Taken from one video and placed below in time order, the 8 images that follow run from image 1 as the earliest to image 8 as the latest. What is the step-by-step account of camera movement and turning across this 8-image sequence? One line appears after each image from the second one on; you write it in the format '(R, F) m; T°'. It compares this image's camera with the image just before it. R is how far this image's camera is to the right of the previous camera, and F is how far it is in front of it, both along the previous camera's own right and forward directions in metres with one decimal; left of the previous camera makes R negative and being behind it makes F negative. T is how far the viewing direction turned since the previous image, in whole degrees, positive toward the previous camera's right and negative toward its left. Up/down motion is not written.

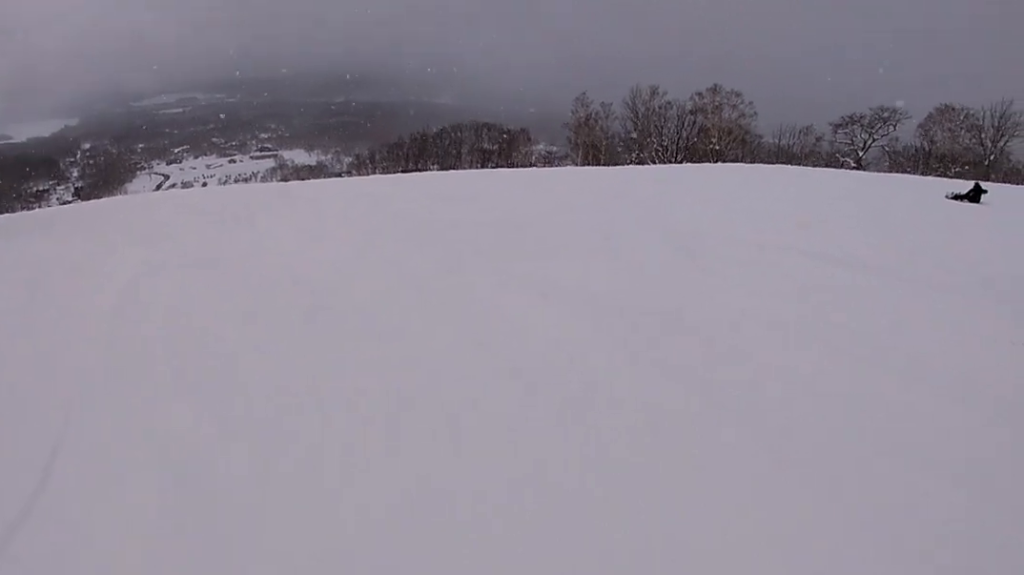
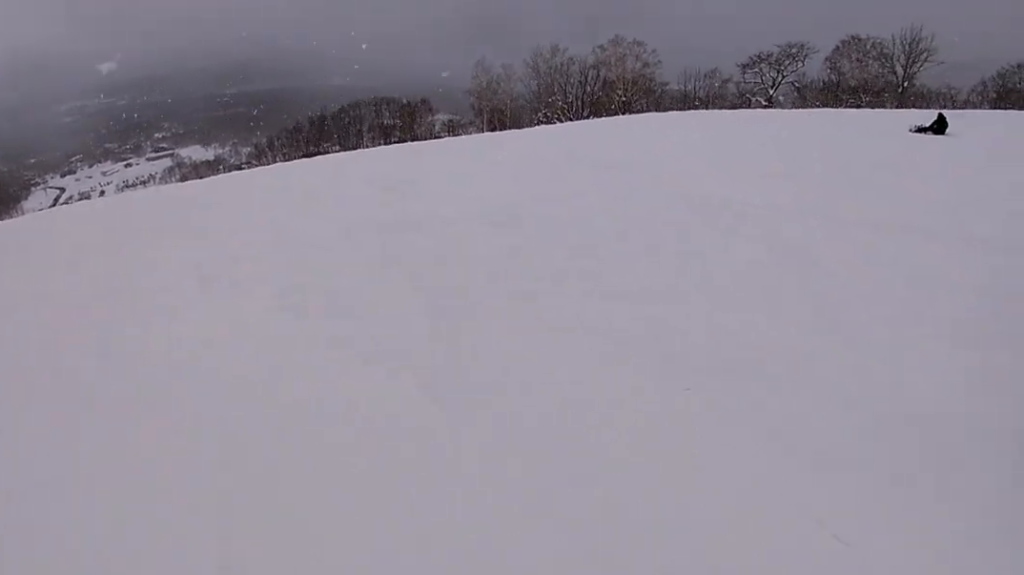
(+0.3, +3.1) m; +5°
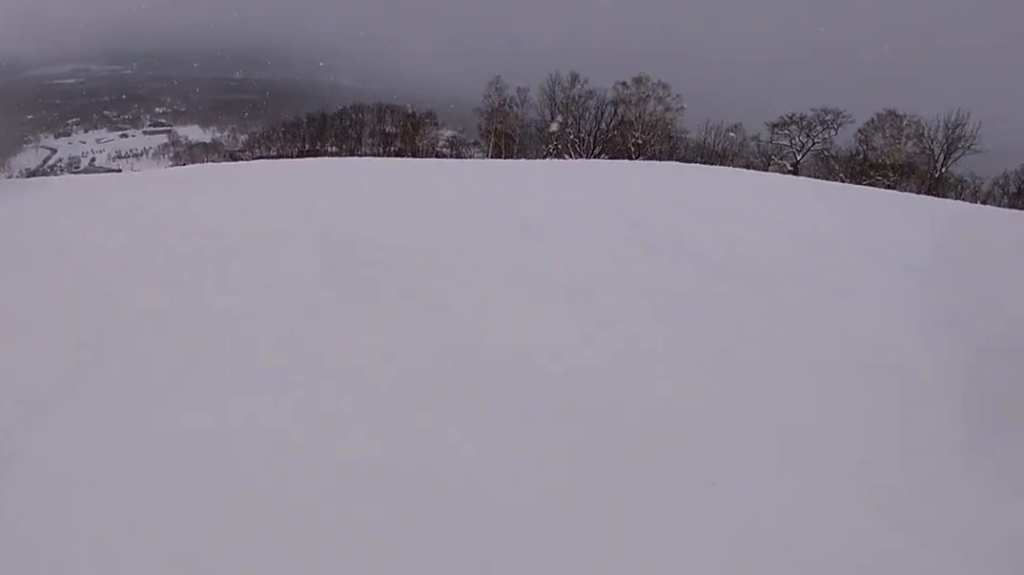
(+0.3, +5.9) m; -3°
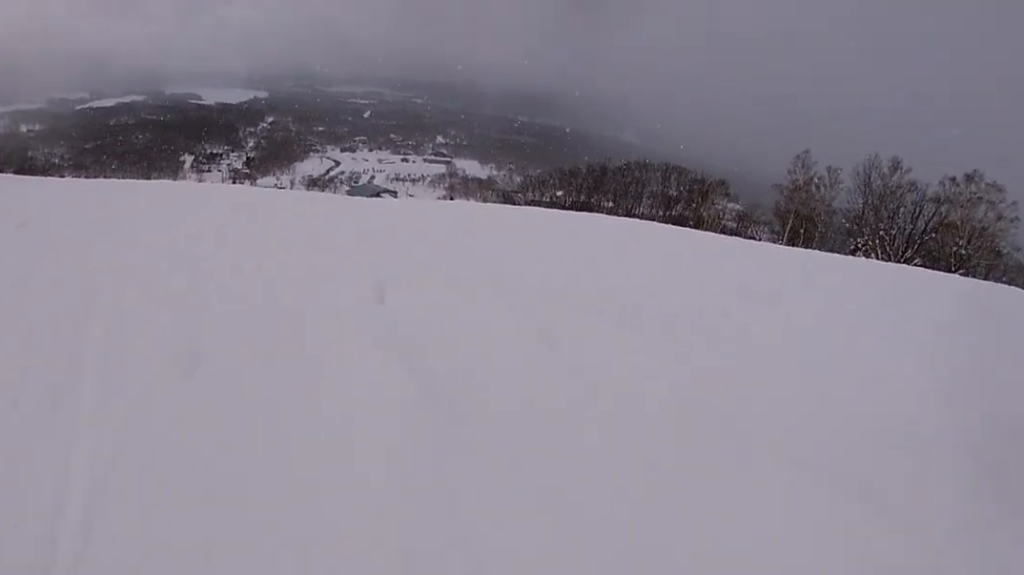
(-0.9, +7.1) m; -7°
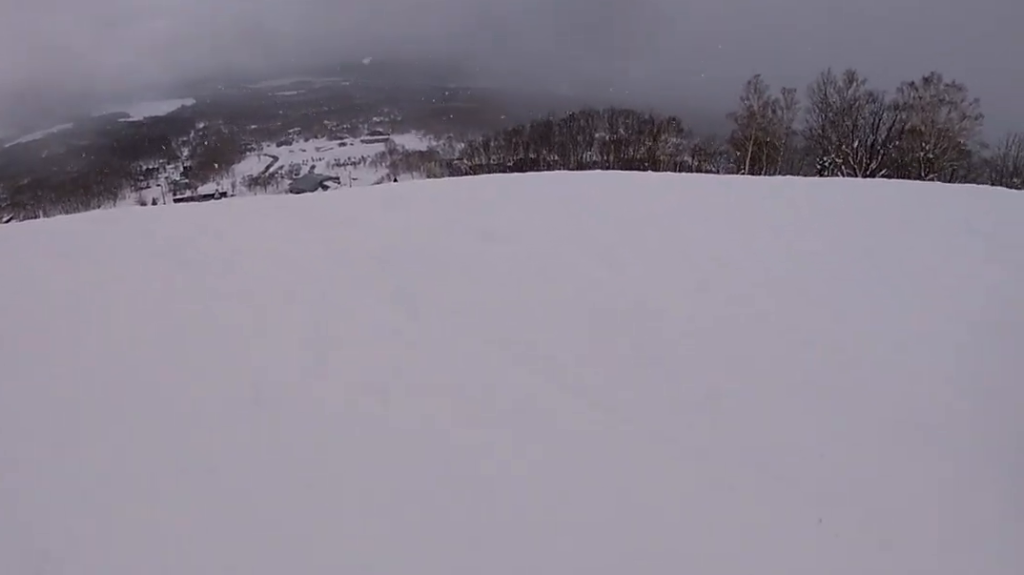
(-0.1, +3.0) m; +5°
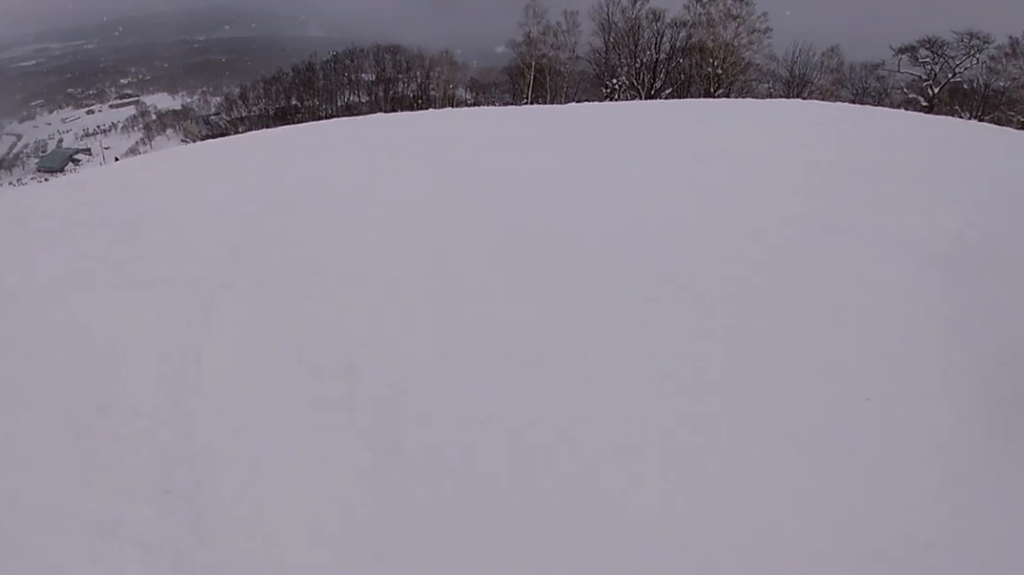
(+1.0, +7.3) m; +3°
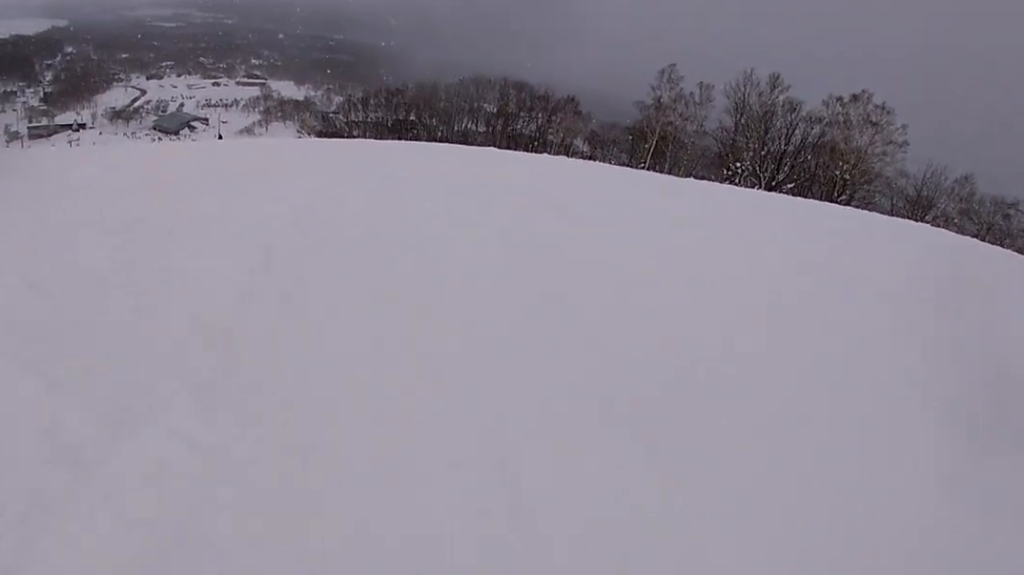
(+0.2, +2.2) m; -4°
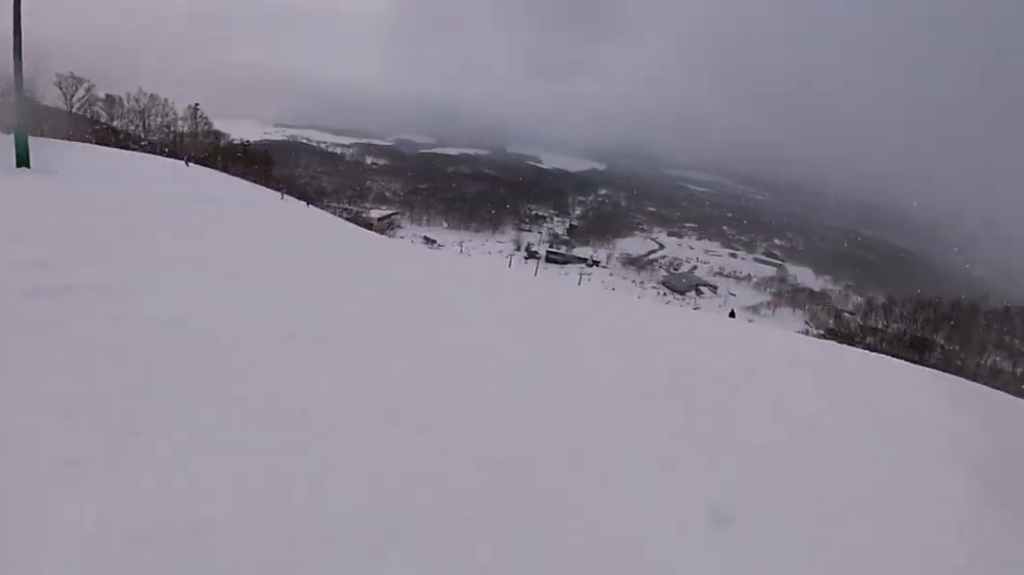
(-1.8, +6.9) m; -23°
